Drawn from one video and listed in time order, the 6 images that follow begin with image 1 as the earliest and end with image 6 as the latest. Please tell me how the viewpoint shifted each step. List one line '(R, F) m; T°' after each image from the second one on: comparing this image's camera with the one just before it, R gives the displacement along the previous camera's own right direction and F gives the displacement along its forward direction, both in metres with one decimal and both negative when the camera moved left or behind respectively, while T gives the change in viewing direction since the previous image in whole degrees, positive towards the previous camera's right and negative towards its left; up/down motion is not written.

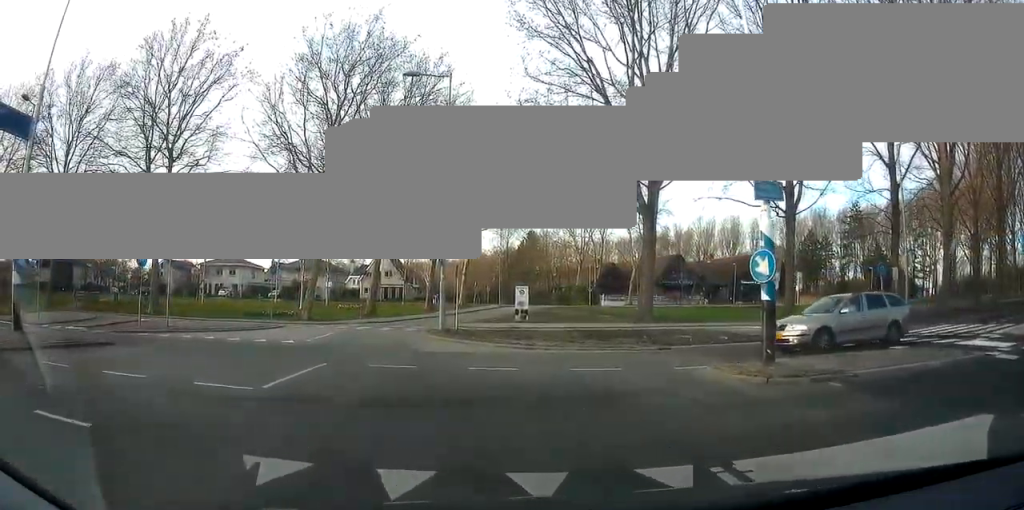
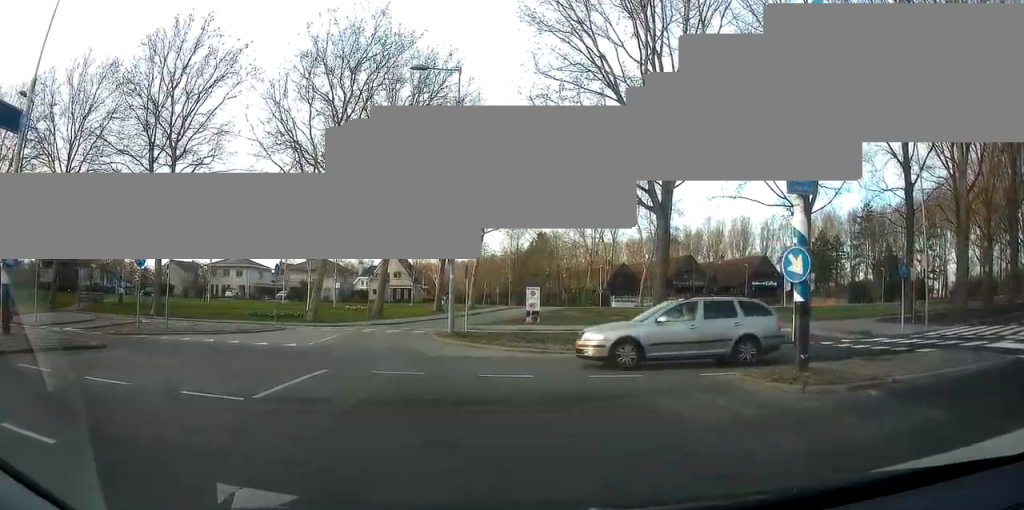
(+0.1, +1.9) m; -4°
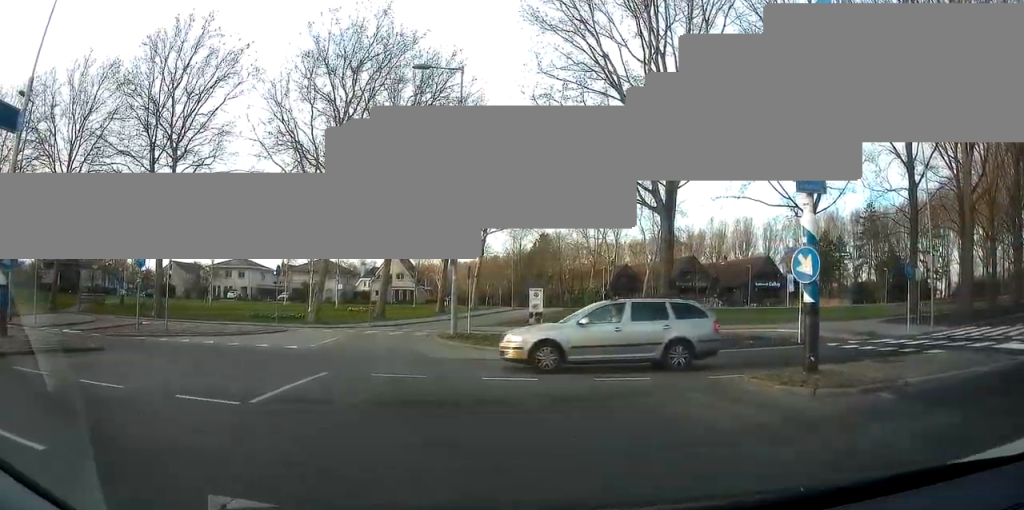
(0.0, +0.6) m; -4°
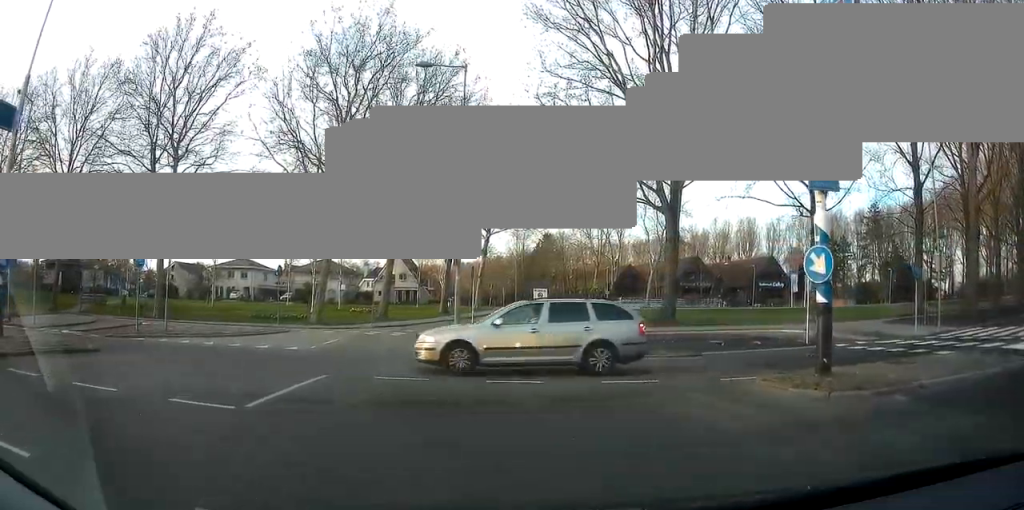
(-0.1, +0.7) m; -1°
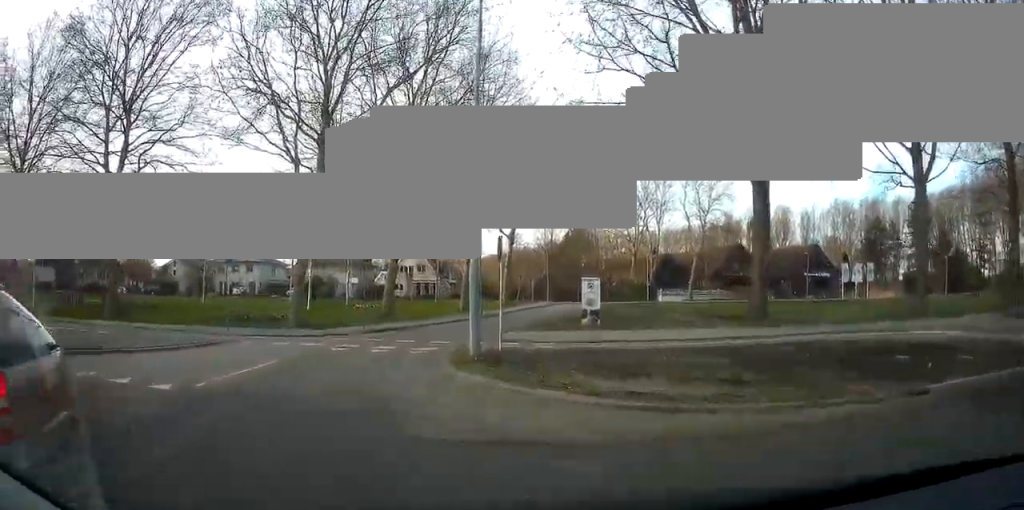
(-0.1, +7.9) m; -9°
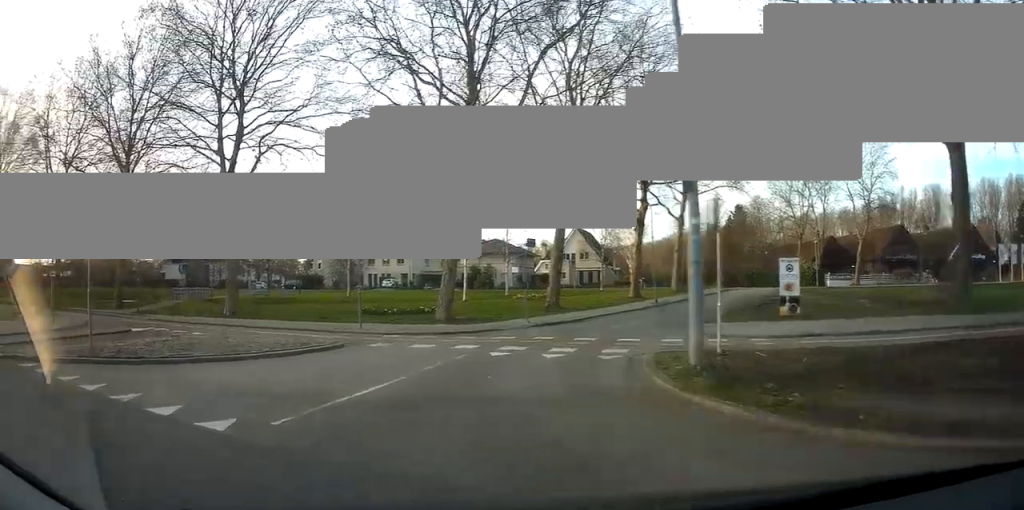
(-0.4, +3.8) m; -18°
